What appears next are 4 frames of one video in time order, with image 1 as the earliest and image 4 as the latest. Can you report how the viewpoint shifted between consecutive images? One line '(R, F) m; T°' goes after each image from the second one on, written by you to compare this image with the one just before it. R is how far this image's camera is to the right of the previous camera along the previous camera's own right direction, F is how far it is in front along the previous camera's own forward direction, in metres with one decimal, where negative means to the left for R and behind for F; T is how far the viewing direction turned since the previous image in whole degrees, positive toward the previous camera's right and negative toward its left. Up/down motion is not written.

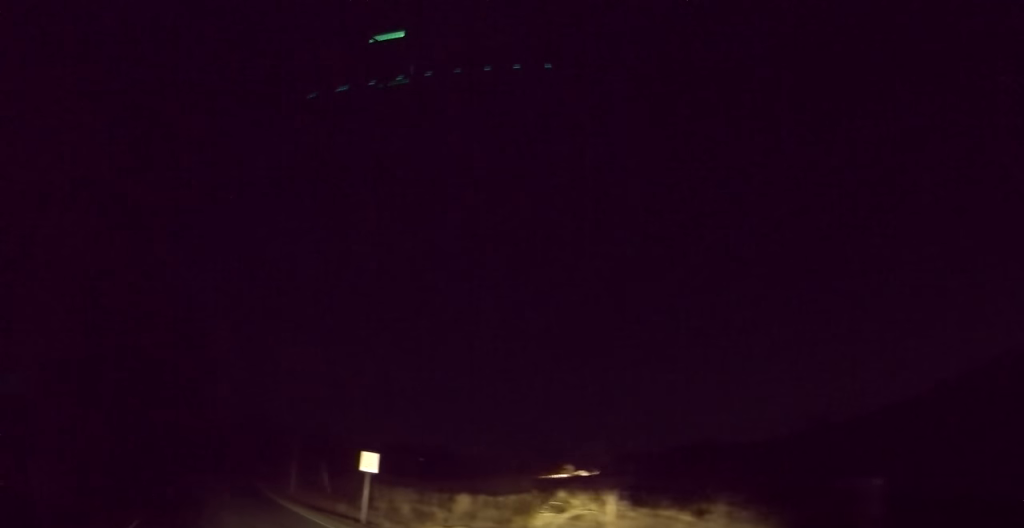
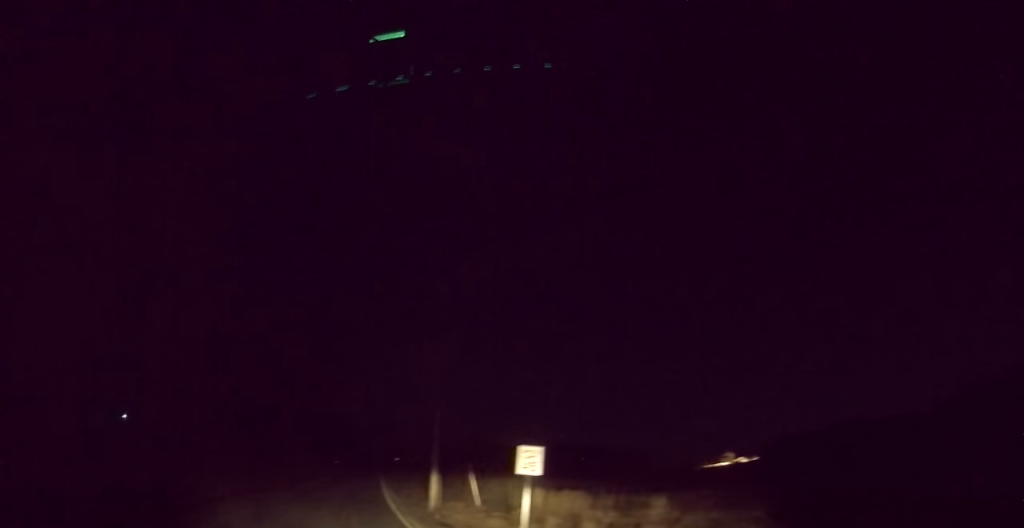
(-0.6, +7.2) m; -12°
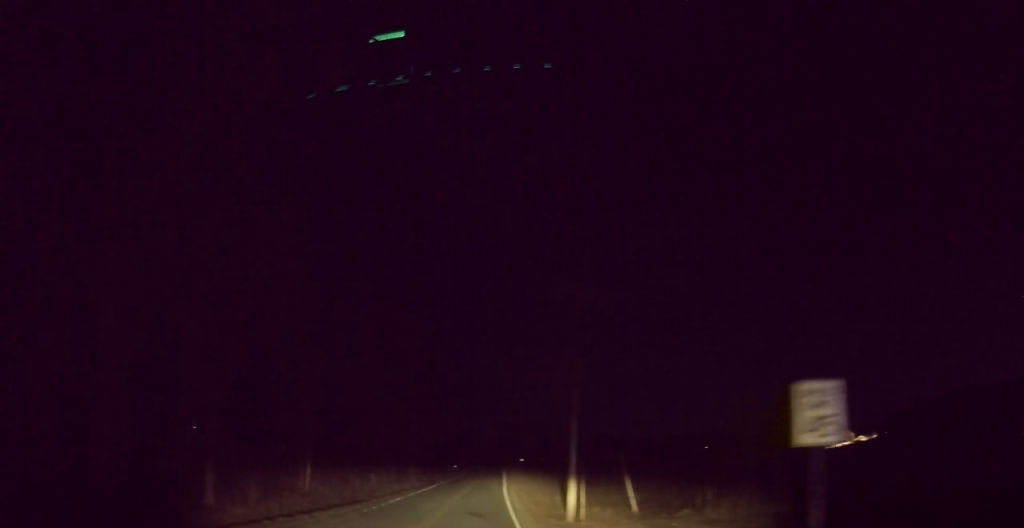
(-1.0, +8.5) m; -9°
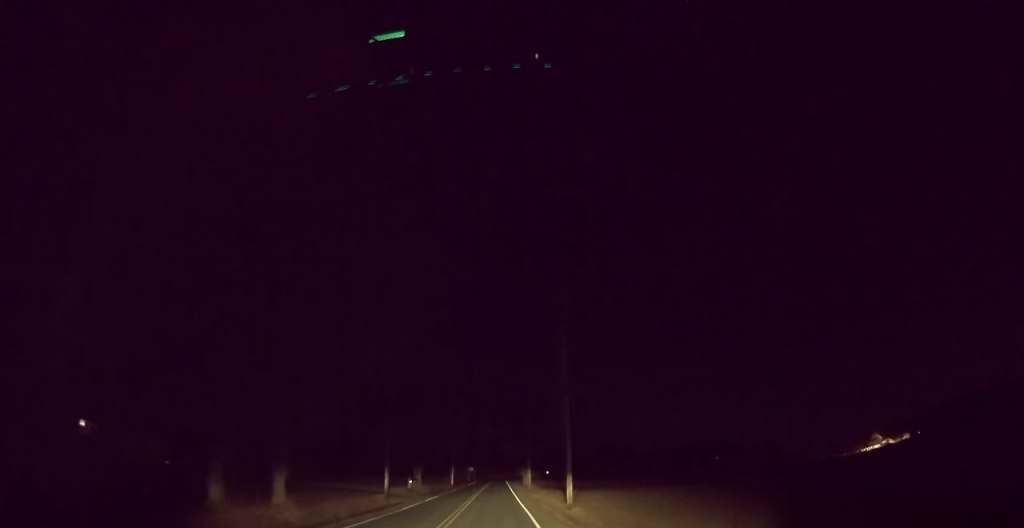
(-2.9, +50.9) m; -1°
